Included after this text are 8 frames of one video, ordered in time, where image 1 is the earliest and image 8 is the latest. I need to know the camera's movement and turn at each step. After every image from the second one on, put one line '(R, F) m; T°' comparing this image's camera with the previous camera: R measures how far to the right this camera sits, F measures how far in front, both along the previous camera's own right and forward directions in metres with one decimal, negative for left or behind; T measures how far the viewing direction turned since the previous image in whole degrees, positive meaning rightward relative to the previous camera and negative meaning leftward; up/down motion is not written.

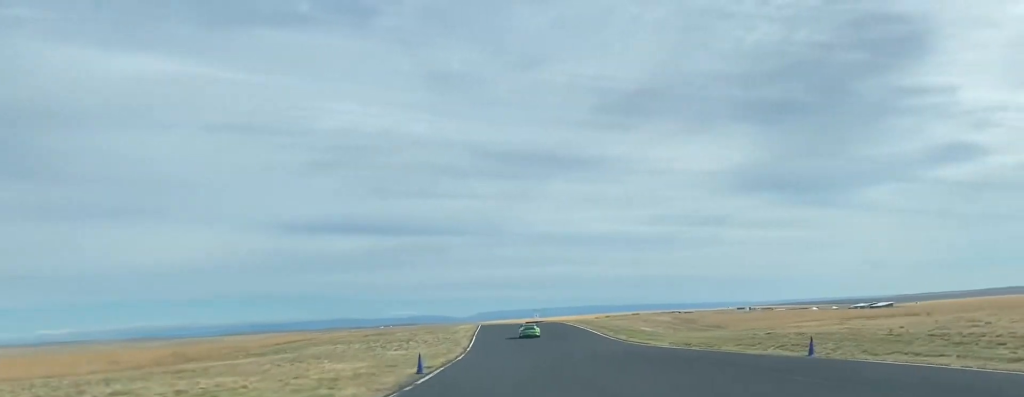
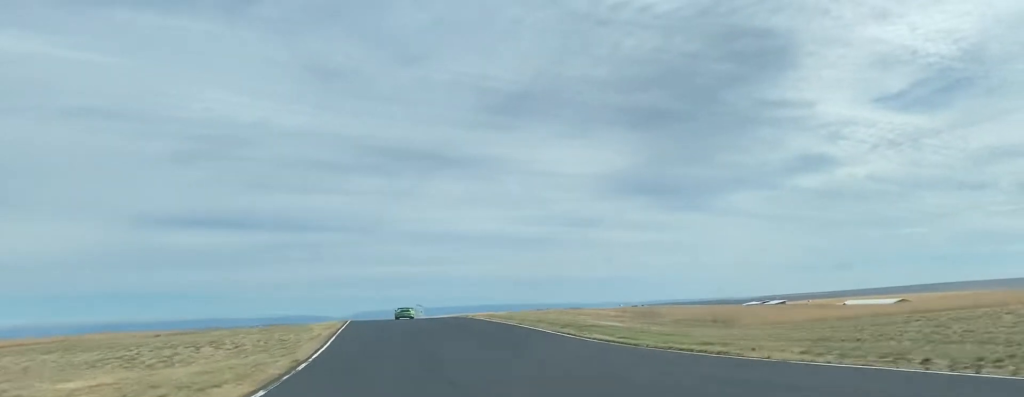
(+4.3, +35.6) m; +9°
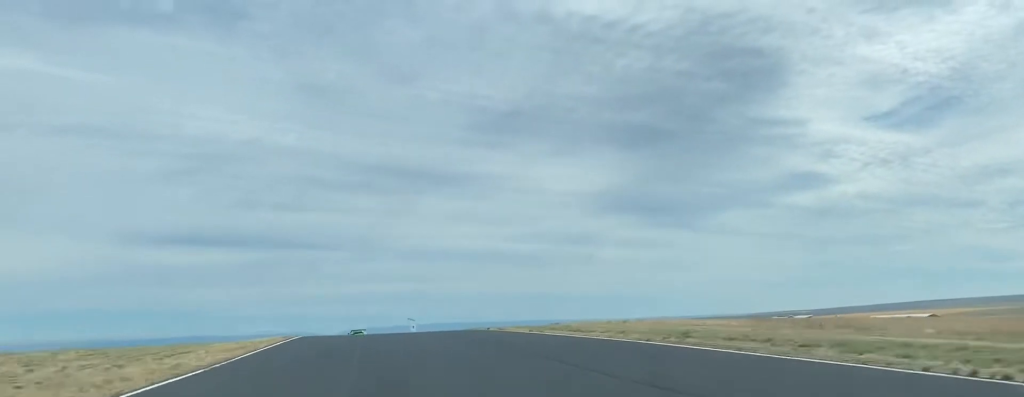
(+0.6, +33.2) m; -3°
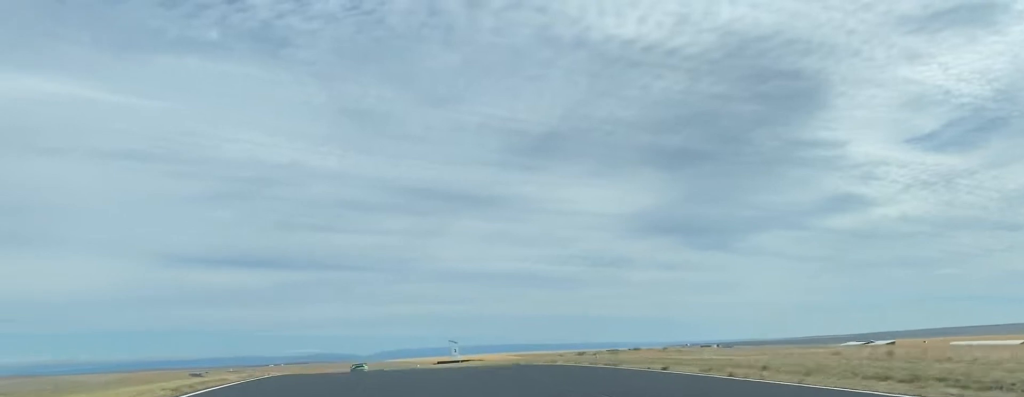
(-2.0, +32.3) m; -6°
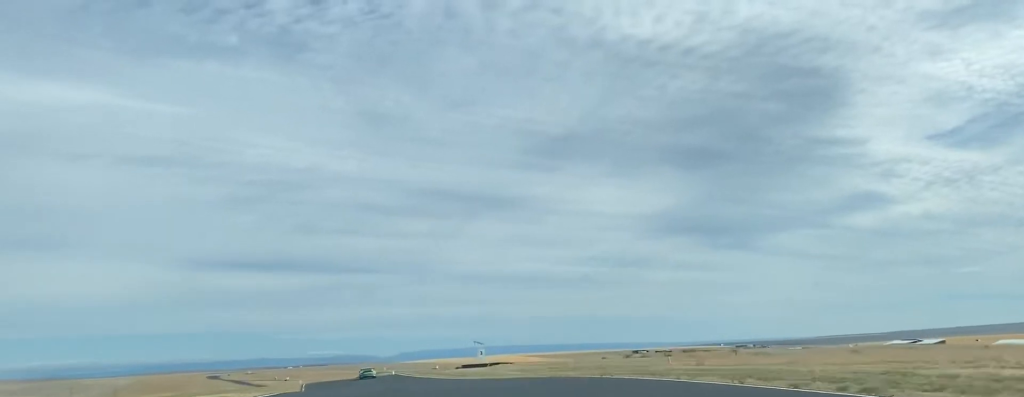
(-0.5, +16.5) m; -3°
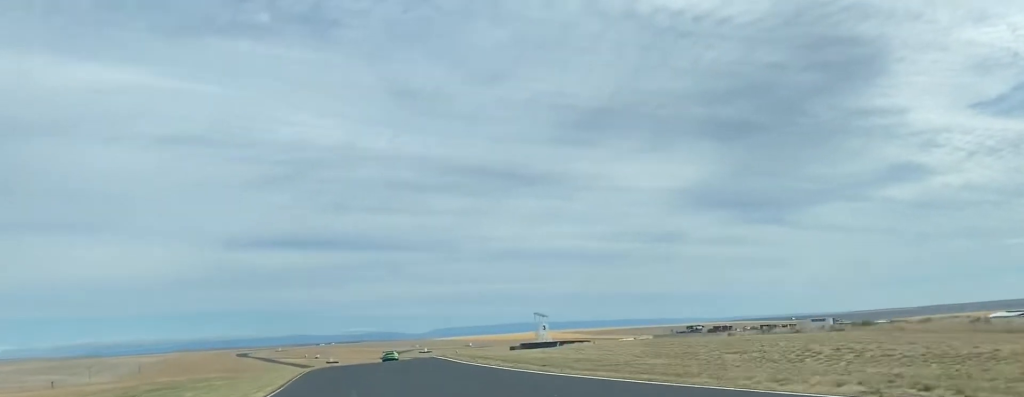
(-1.1, +35.0) m; -3°
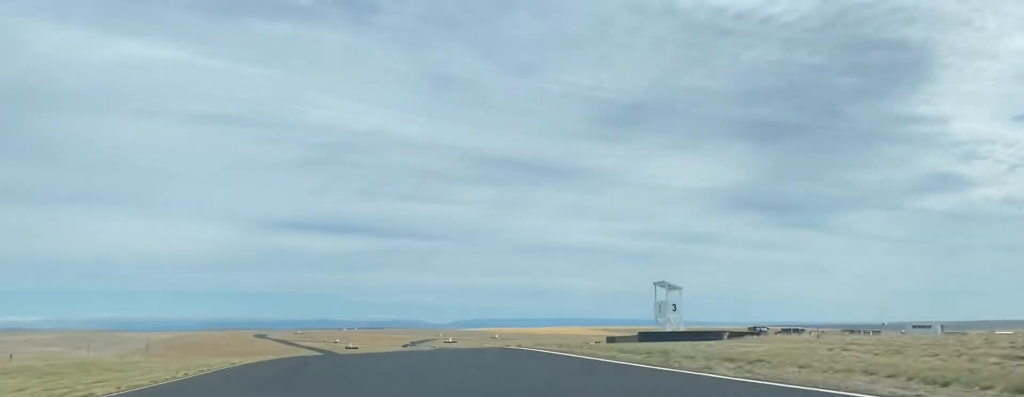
(-1.2, +44.1) m; -2°
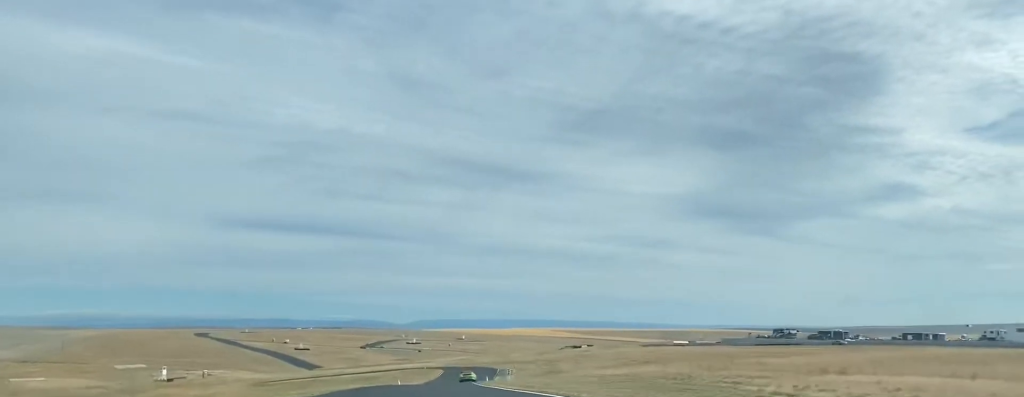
(-0.2, +58.7) m; +2°
